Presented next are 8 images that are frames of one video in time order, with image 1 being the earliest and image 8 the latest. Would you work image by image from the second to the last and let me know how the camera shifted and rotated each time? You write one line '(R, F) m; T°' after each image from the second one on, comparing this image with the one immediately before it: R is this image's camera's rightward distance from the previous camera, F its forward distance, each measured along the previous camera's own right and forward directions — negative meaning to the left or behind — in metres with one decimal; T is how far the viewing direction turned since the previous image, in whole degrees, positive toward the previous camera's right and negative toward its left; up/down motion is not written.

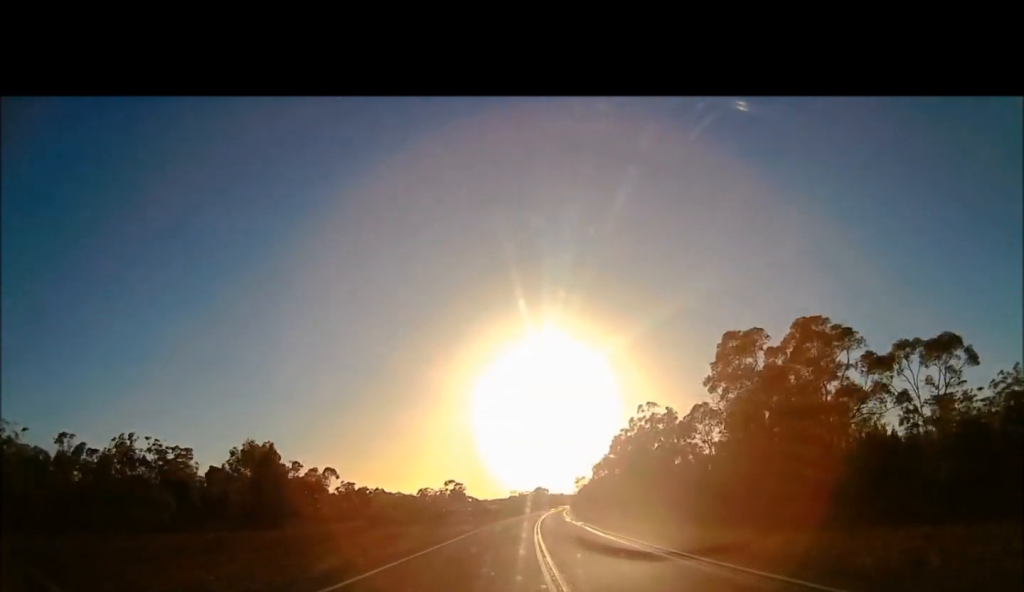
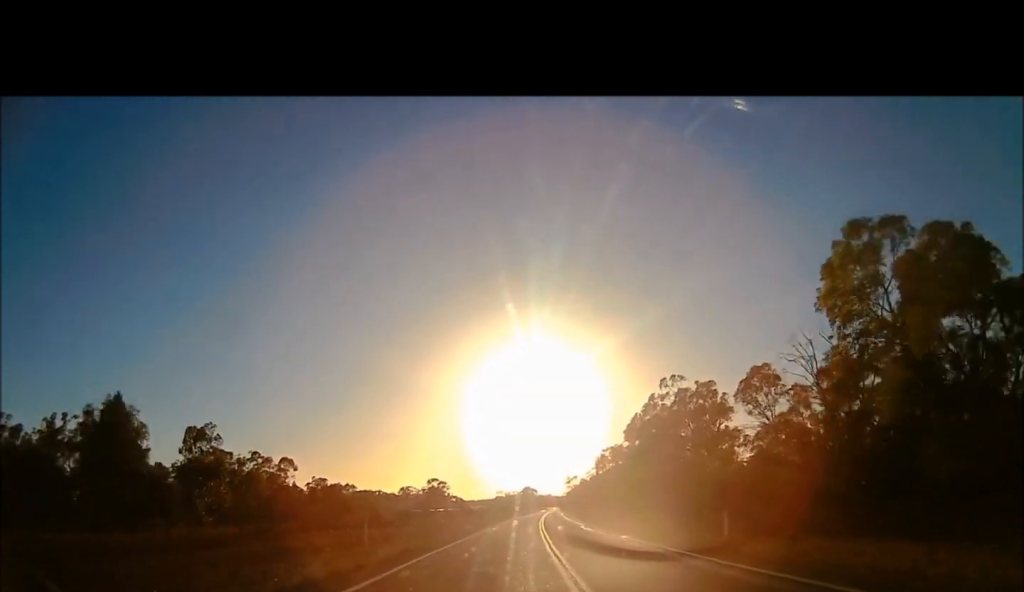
(0.0, +23.2) m; 0°
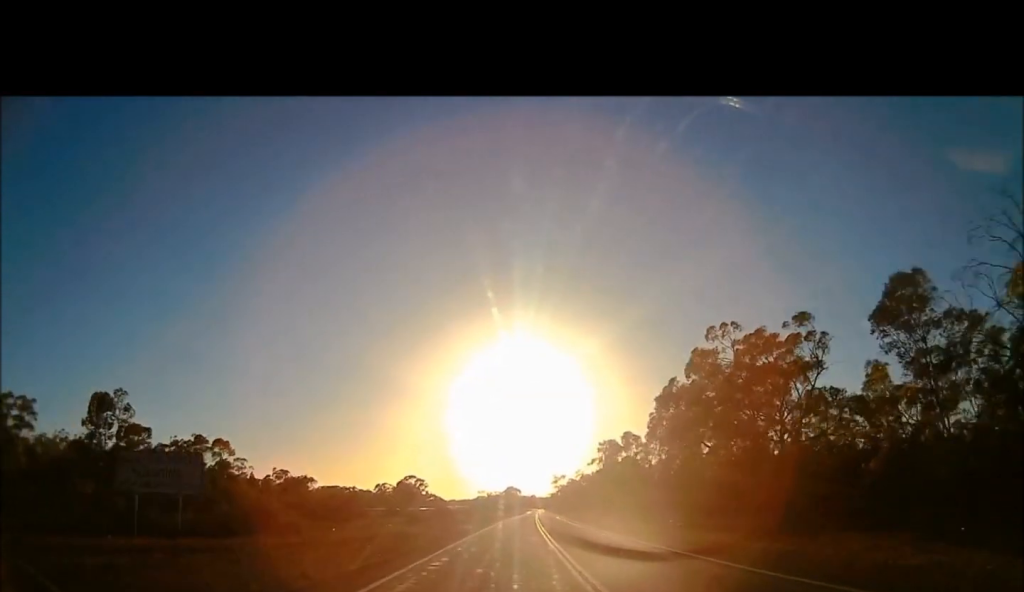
(0.0, +25.4) m; 0°
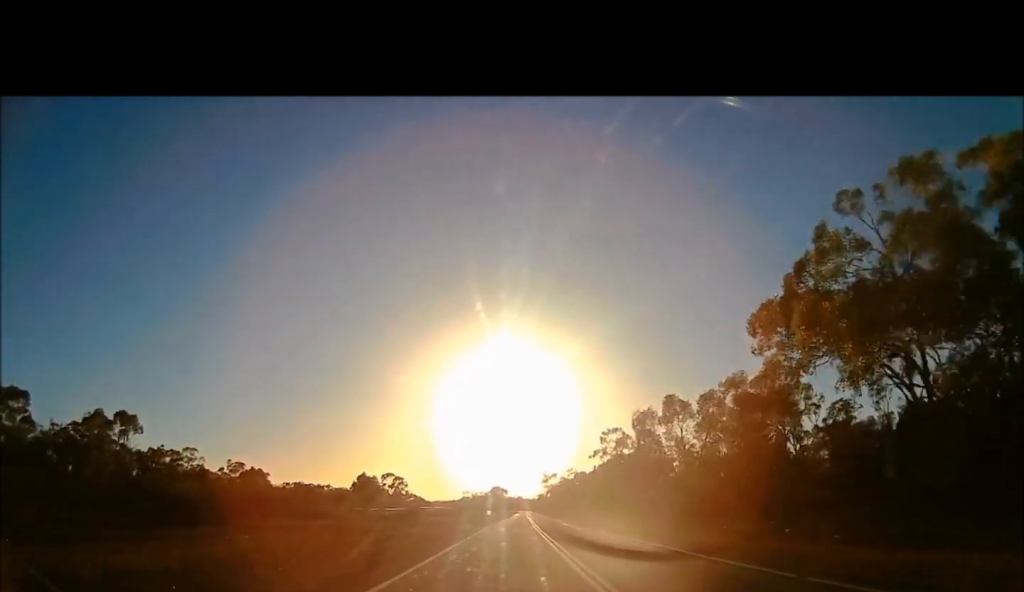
(0.0, +27.6) m; 0°
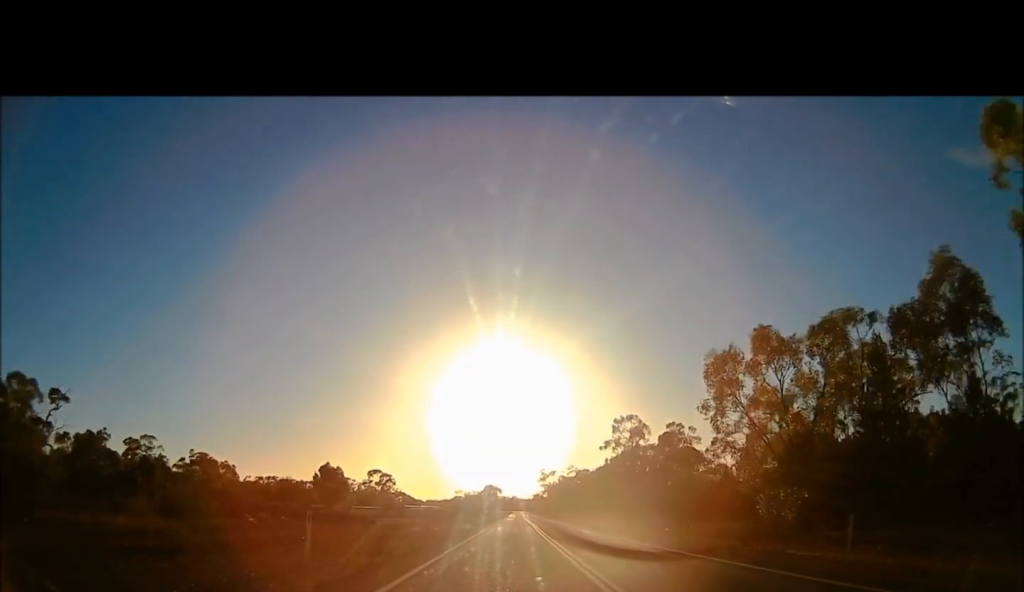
(0.0, +22.1) m; 0°
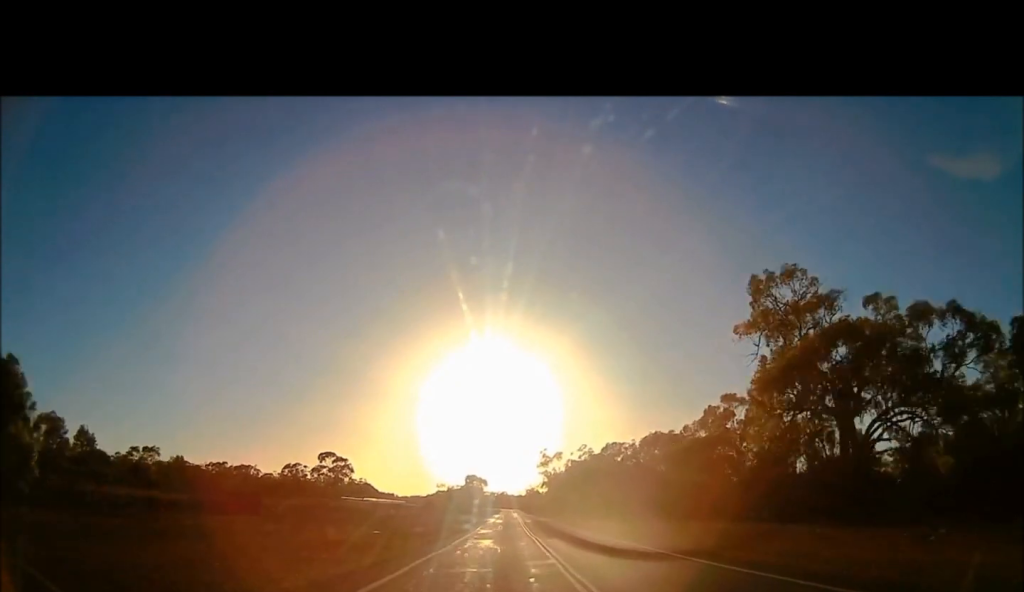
(0.0, +73.1) m; 0°
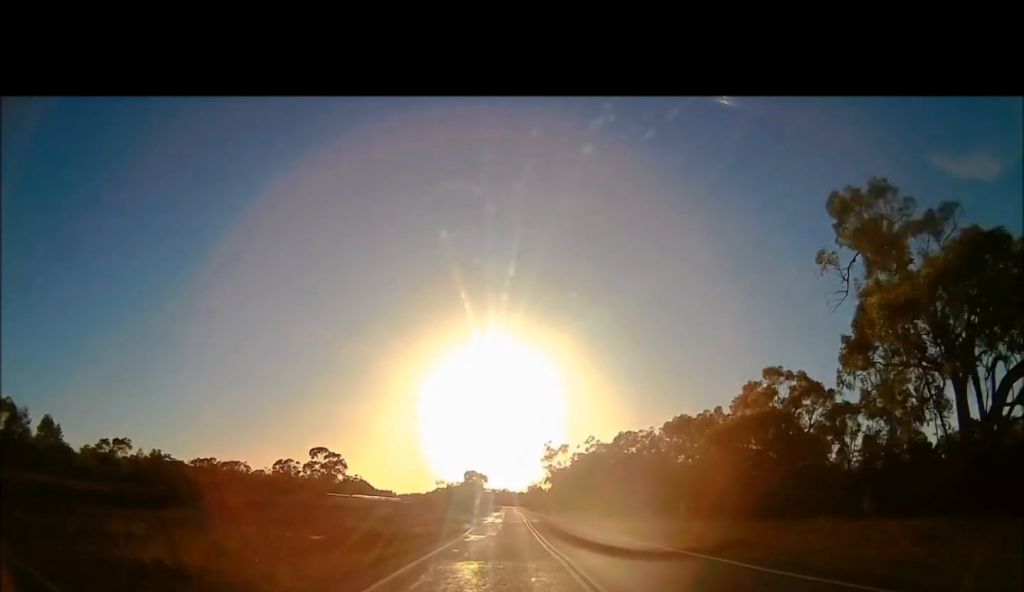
(0.0, +13.3) m; 0°
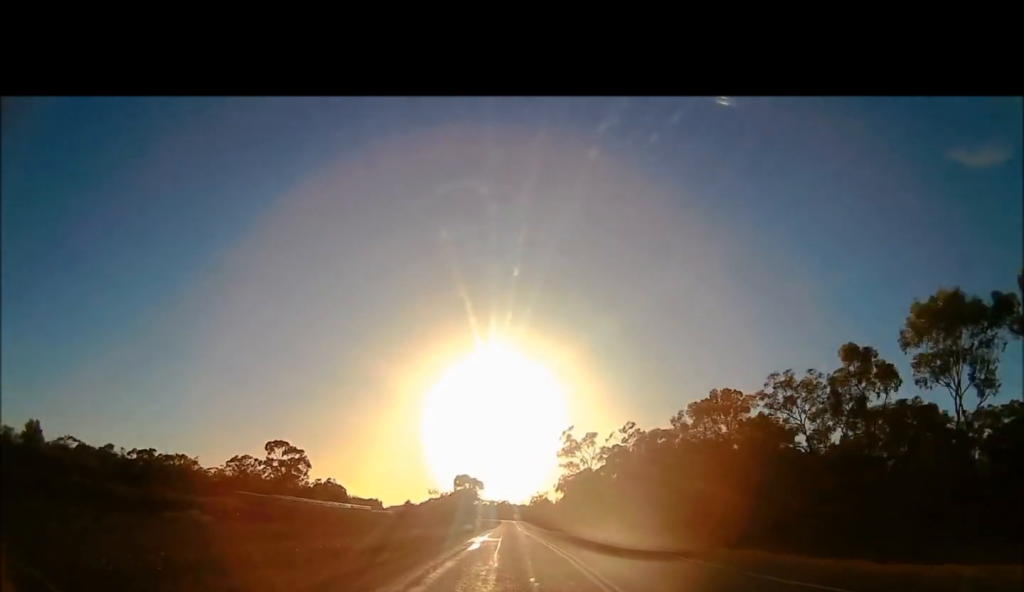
(+0.1, +48.8) m; +1°
